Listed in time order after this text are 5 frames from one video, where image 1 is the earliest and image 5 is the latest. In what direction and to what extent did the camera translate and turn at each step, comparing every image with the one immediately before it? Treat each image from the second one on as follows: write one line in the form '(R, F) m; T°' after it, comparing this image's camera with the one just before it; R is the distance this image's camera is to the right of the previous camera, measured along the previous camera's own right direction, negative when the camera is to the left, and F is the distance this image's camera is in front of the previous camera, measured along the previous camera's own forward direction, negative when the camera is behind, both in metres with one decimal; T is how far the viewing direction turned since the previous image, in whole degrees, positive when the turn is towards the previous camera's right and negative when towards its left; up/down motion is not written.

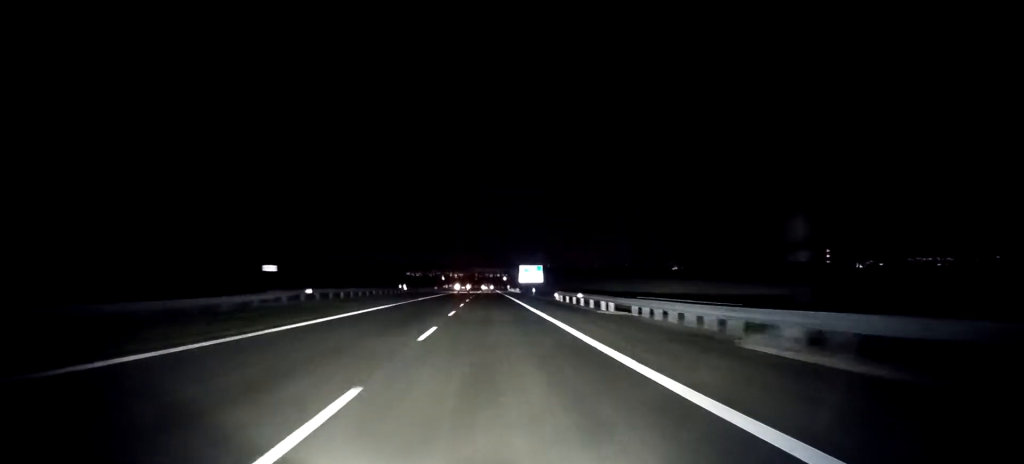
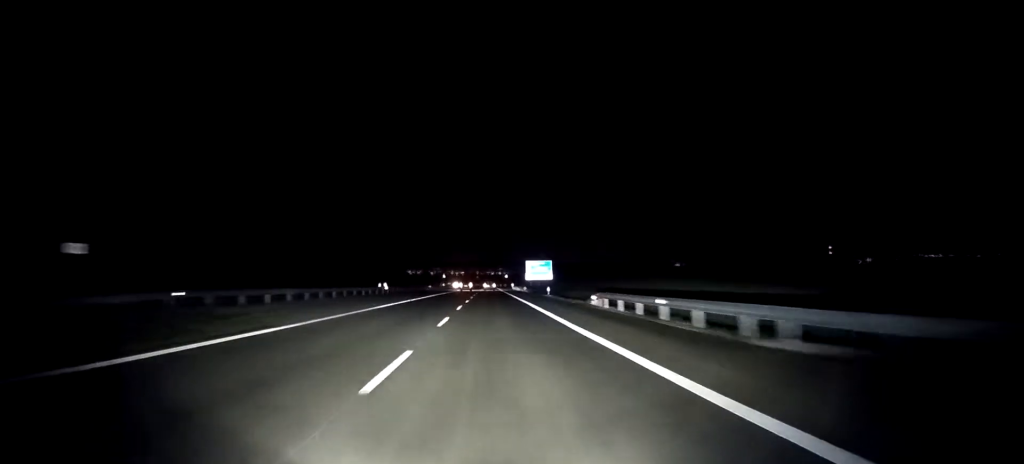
(+0.1, +19.5) m; 0°
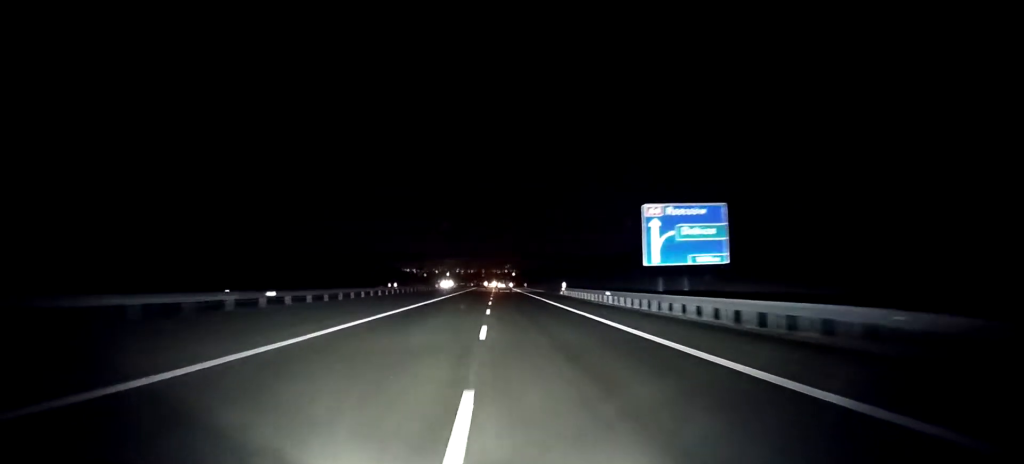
(-1.1, +100.5) m; 0°
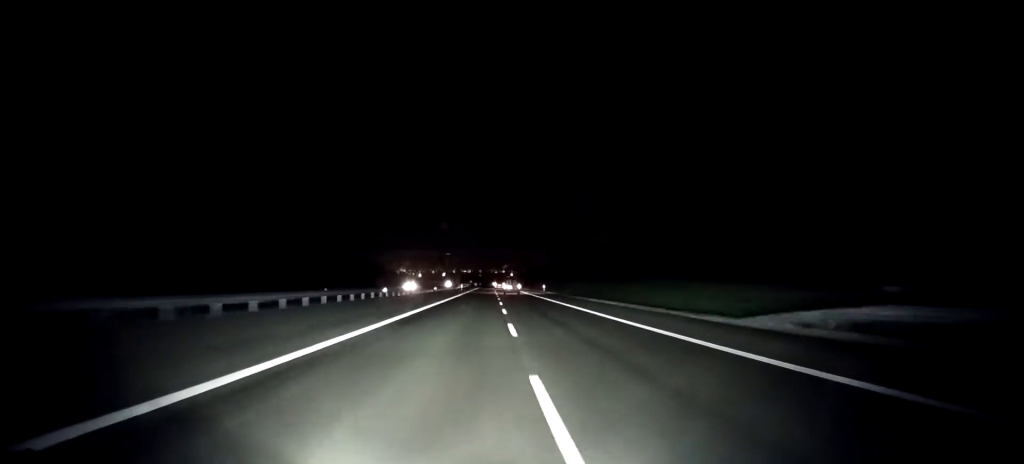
(+0.5, +59.2) m; 0°
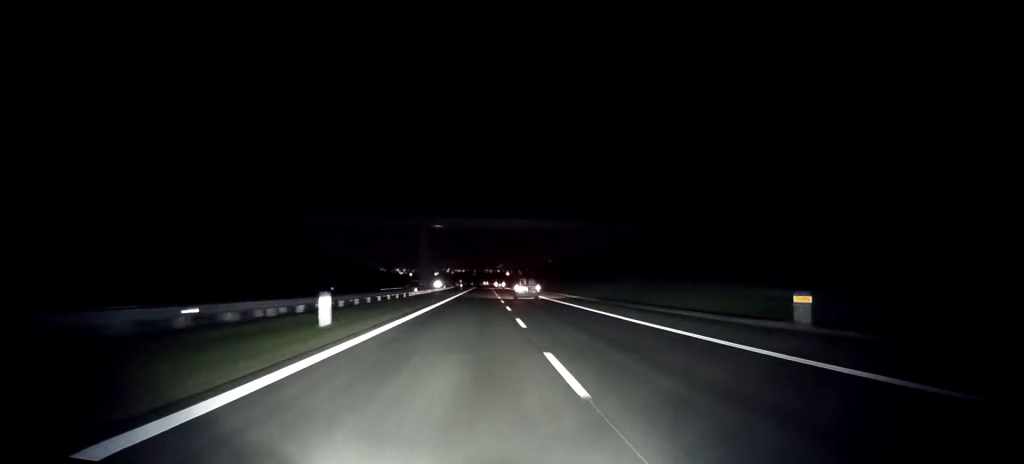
(-0.2, +93.7) m; 0°
